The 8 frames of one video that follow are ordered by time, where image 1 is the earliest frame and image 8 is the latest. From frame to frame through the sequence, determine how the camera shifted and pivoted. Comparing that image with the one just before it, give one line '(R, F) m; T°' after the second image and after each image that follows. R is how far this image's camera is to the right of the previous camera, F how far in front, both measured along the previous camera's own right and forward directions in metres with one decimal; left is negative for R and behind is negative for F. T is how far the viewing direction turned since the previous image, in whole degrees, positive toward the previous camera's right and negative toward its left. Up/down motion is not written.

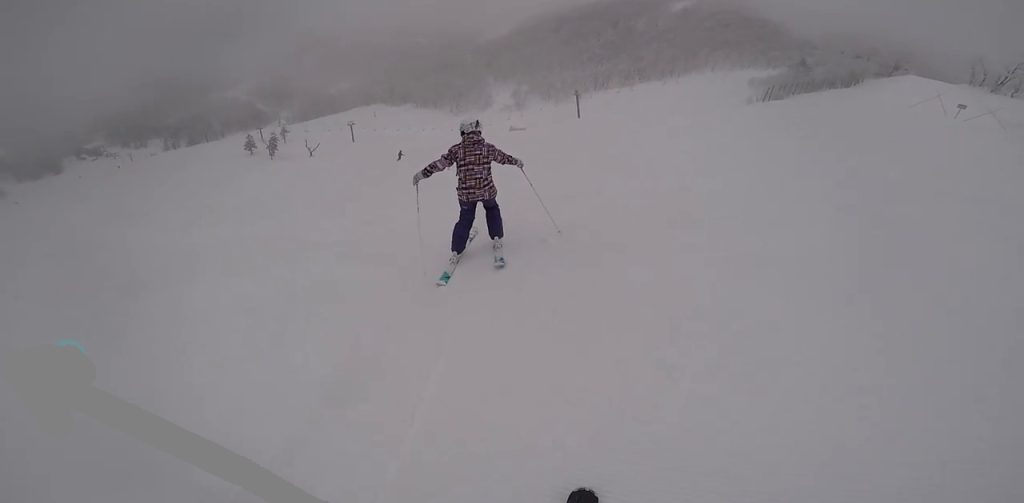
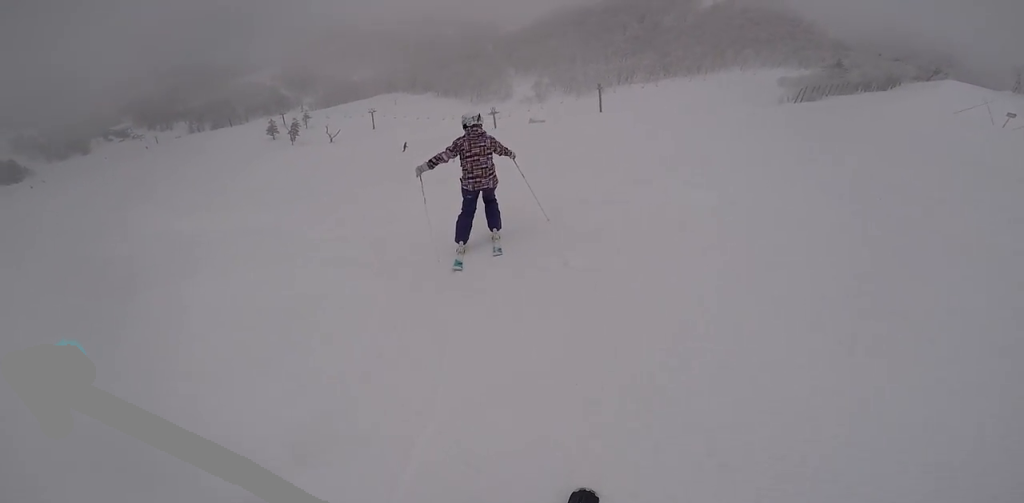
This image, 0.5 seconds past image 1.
(+0.8, +1.0) m; -9°
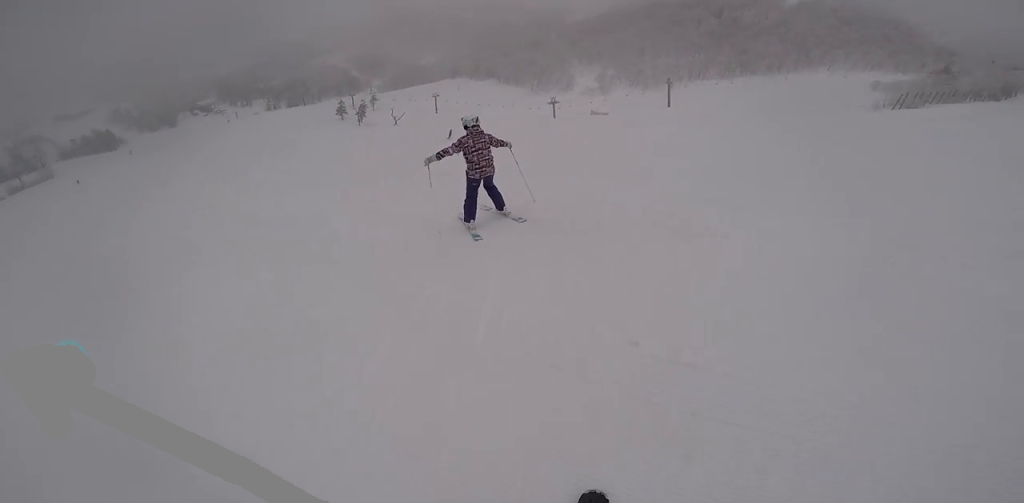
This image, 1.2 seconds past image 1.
(-0.7, +1.8) m; -23°
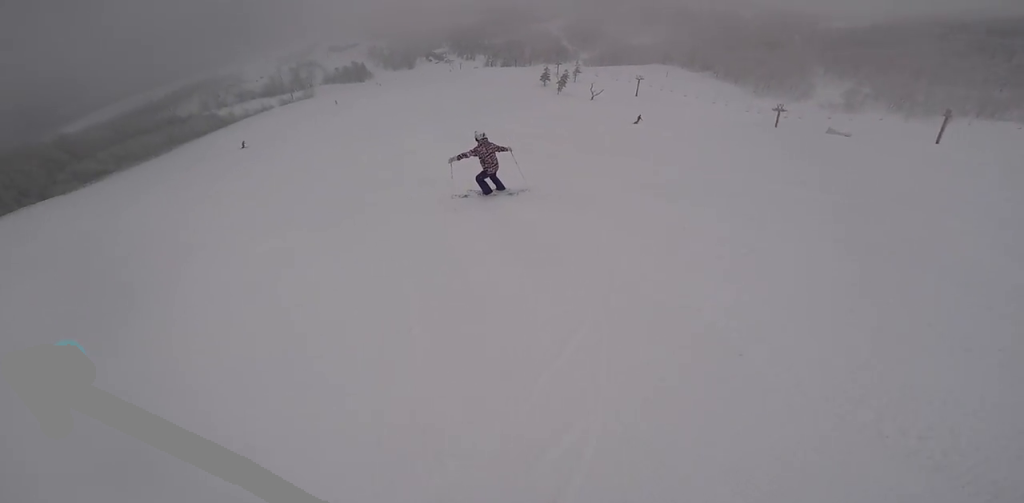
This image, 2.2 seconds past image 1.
(-1.4, +4.0) m; -29°
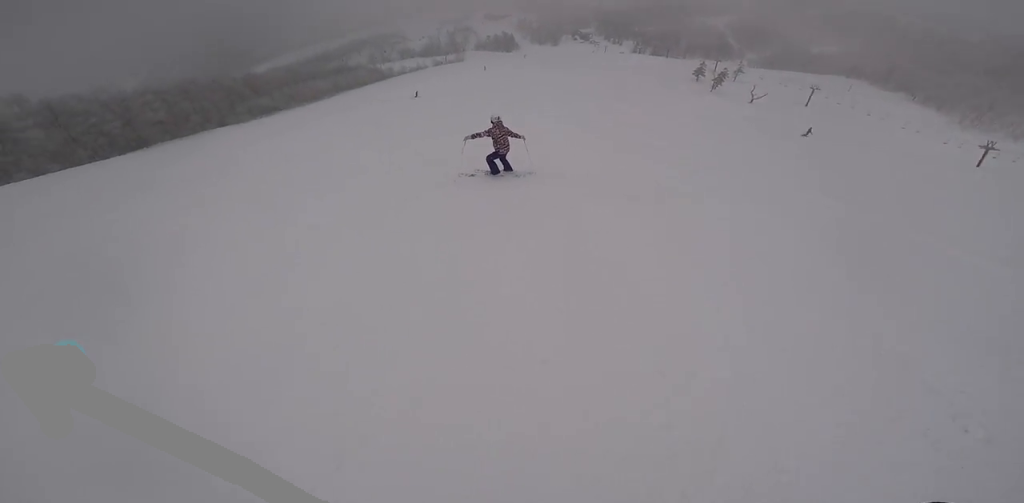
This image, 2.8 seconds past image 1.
(+0.1, +2.1) m; -9°
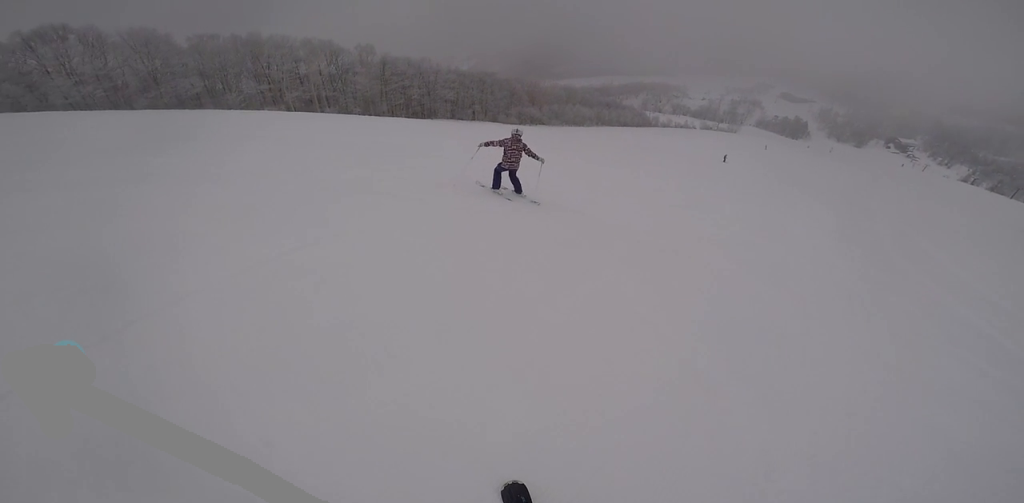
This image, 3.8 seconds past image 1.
(-1.2, +5.1) m; -17°
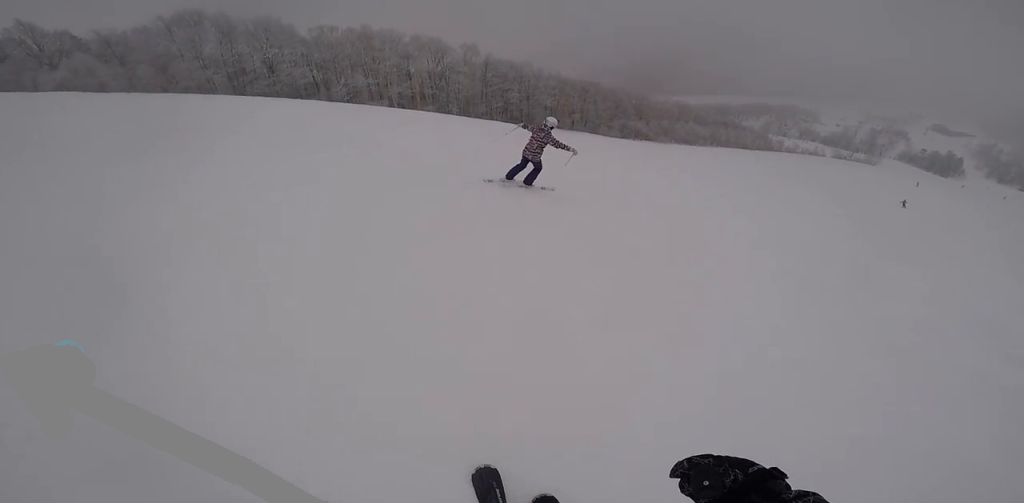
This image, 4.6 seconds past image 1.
(-0.5, +3.8) m; +4°
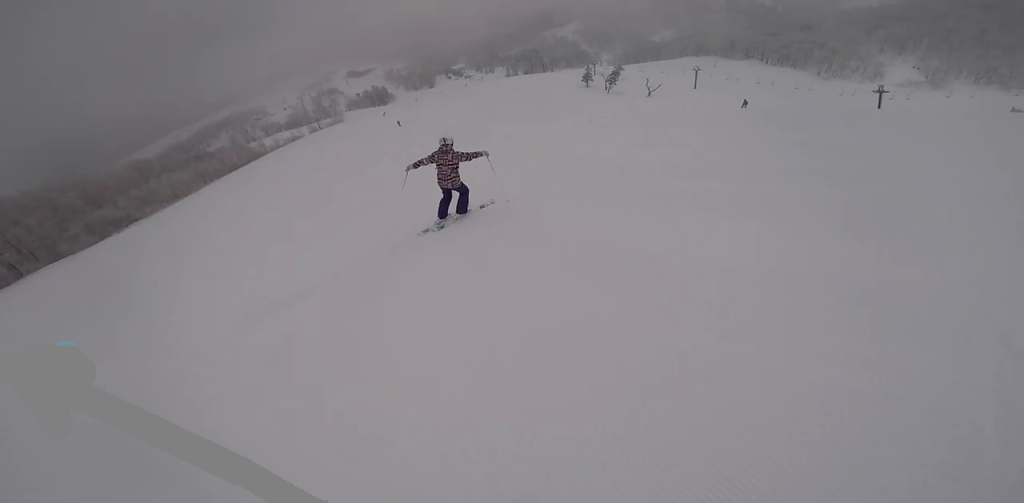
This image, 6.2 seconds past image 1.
(+2.6, +7.8) m; +45°
